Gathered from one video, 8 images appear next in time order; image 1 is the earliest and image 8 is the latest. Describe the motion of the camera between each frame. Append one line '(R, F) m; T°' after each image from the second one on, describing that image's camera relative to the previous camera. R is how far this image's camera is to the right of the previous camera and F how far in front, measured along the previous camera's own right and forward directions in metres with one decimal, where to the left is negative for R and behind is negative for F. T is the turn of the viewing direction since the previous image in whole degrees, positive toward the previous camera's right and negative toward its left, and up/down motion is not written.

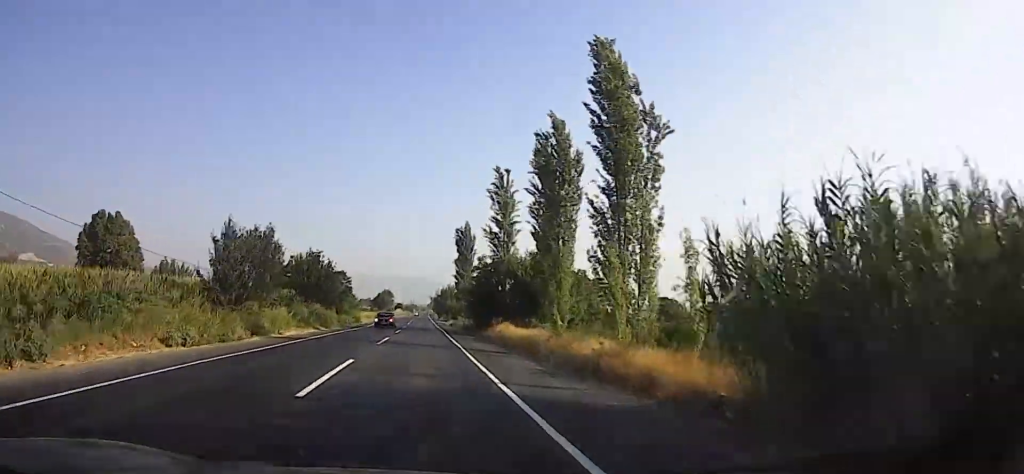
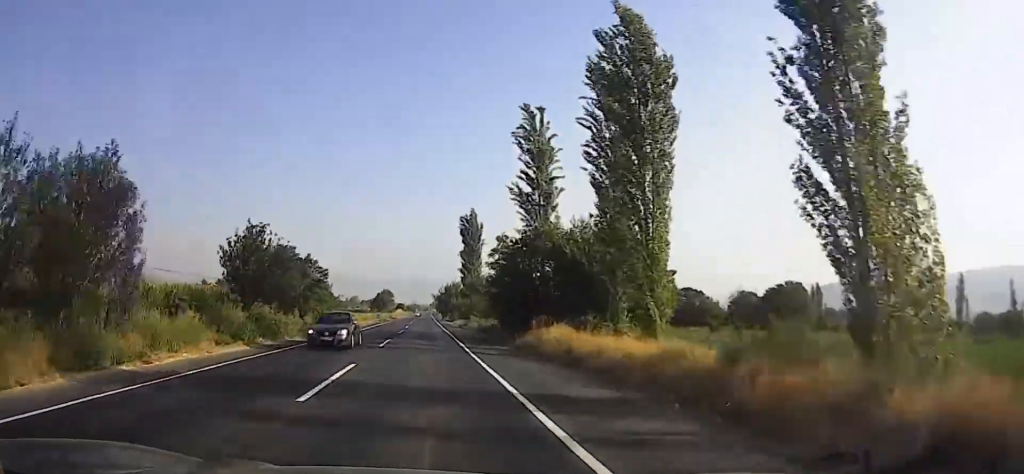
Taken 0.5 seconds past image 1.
(0.0, +15.4) m; 0°
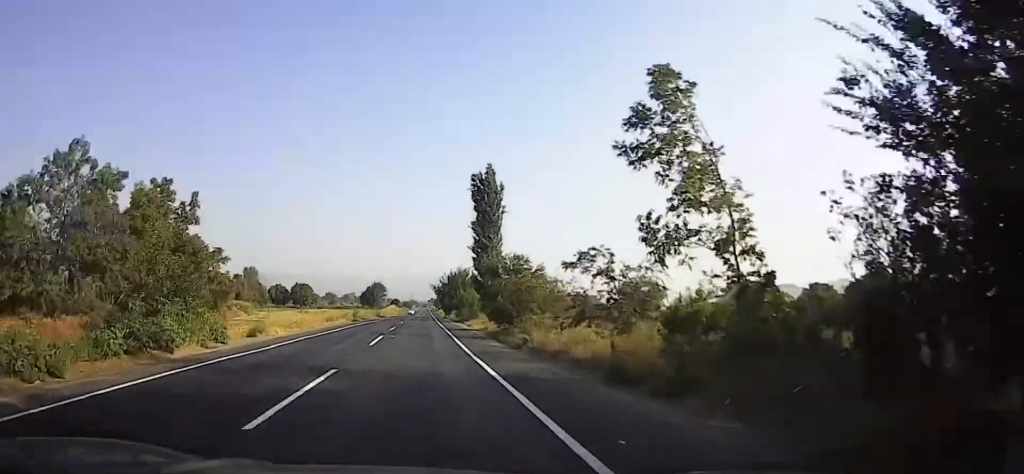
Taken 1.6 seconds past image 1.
(0.0, +32.7) m; 0°
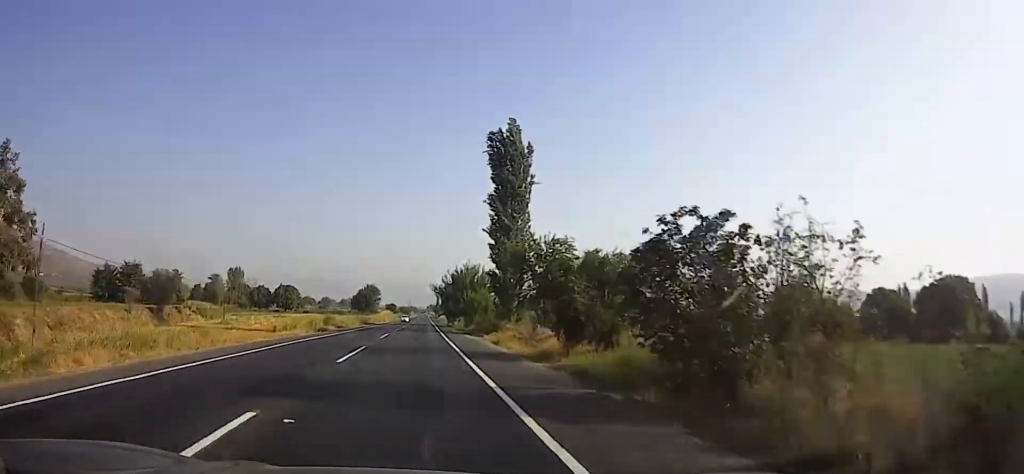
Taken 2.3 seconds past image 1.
(-0.1, +21.3) m; 0°
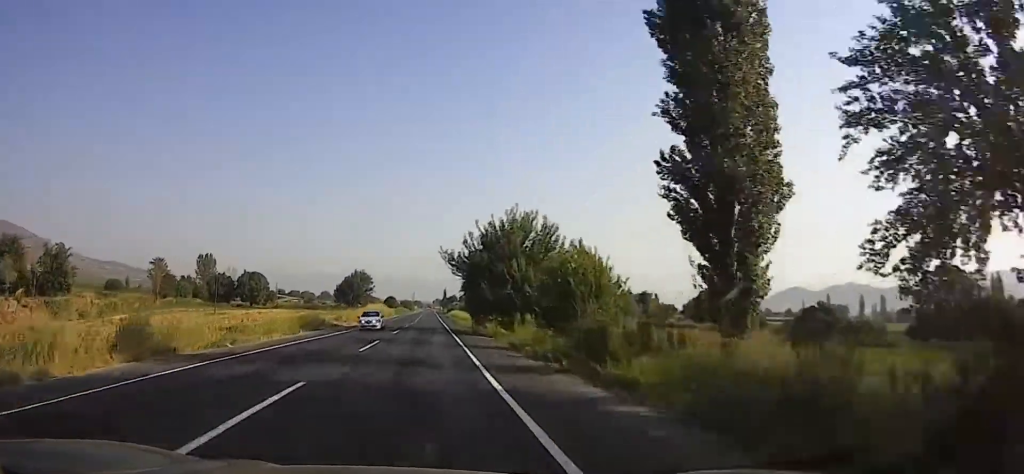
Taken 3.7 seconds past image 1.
(0.0, +41.7) m; 0°
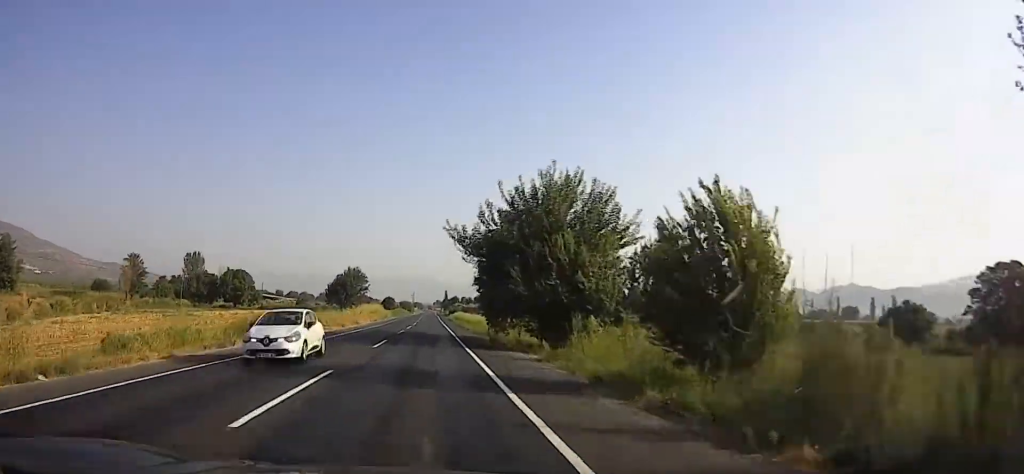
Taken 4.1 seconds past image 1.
(0.0, +12.6) m; 0°
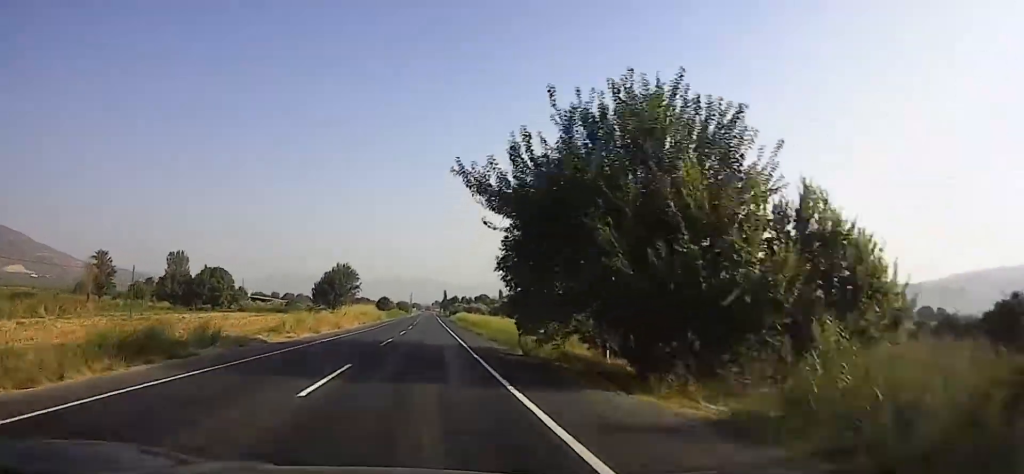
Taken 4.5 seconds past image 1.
(0.0, +12.6) m; 0°
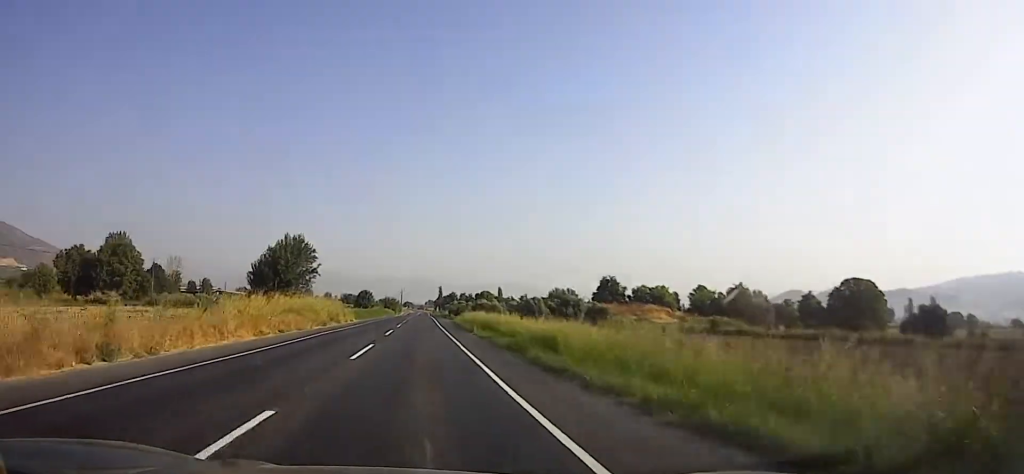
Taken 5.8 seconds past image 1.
(+0.3, +36.7) m; +1°
